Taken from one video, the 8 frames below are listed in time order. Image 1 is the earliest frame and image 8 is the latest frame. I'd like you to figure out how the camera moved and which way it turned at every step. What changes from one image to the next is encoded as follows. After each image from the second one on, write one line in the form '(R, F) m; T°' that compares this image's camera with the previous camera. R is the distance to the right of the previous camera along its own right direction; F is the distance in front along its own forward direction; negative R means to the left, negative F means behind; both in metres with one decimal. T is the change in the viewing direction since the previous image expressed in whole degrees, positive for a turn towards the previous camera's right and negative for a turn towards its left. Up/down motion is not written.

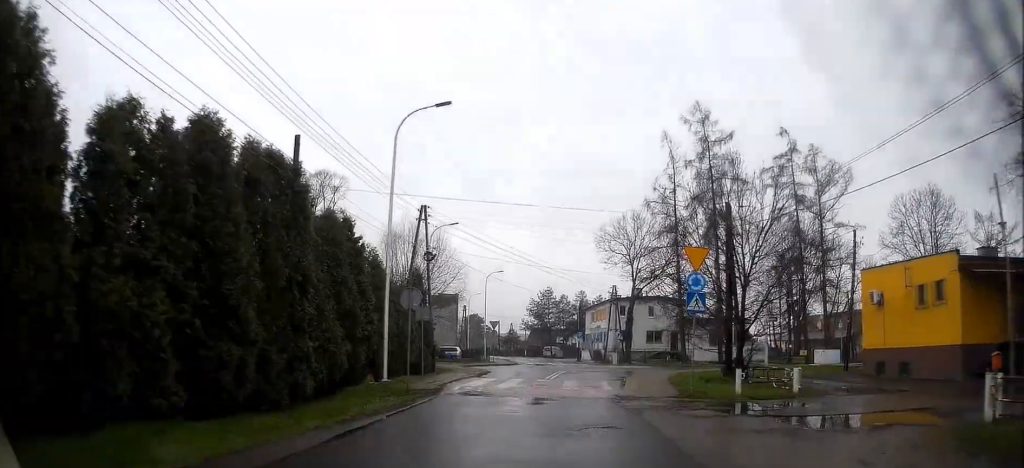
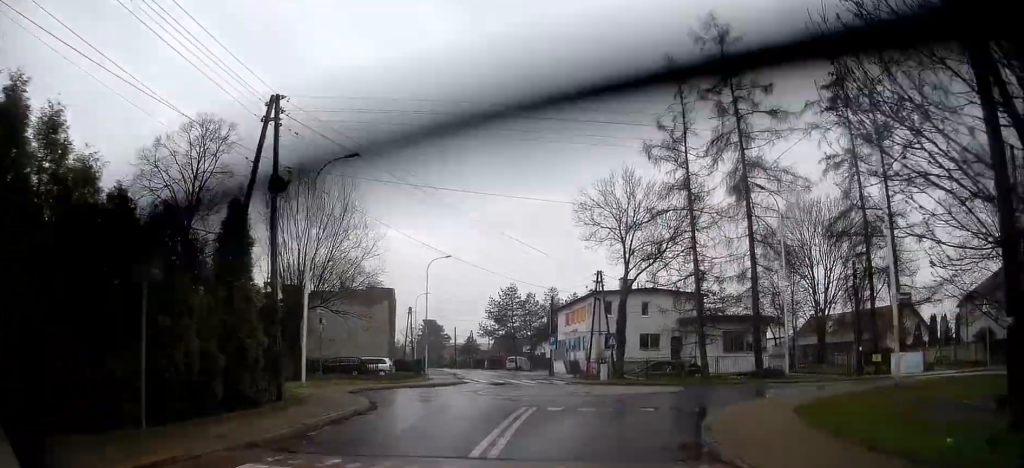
(+0.1, +17.1) m; +3°
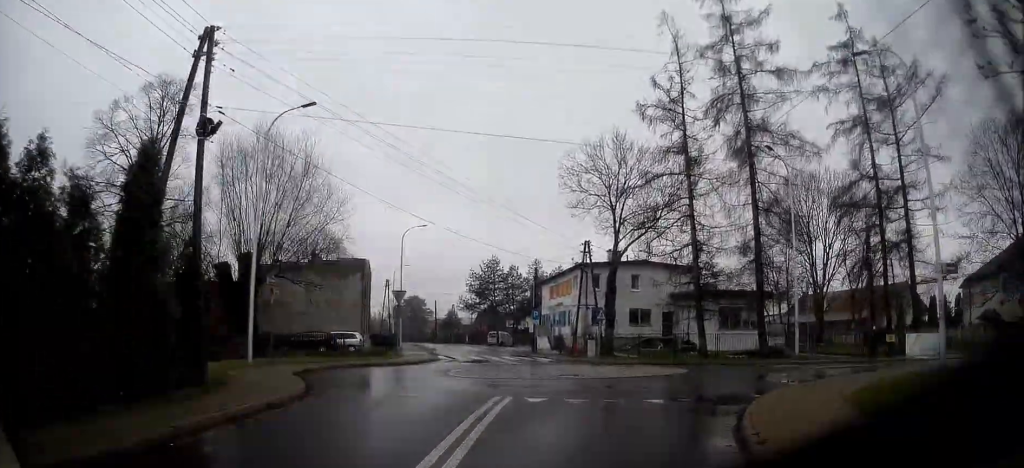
(+0.2, +3.7) m; +3°
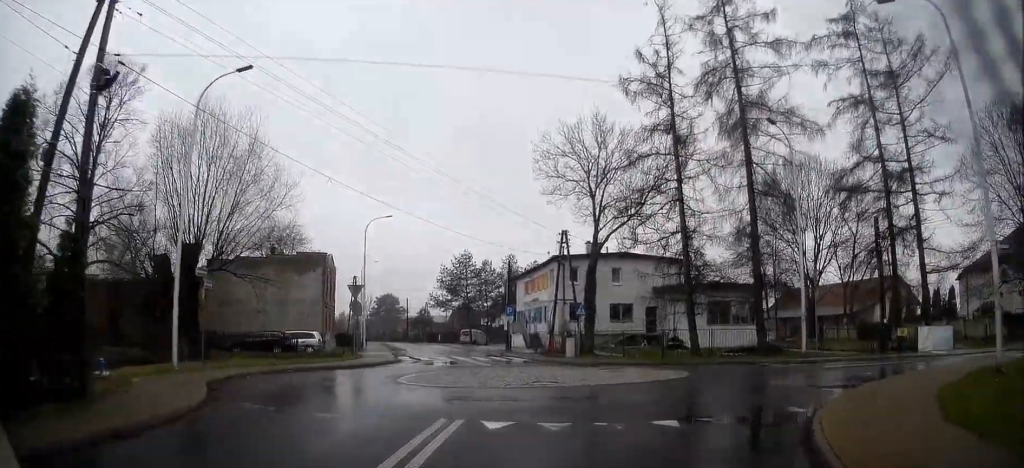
(+0.1, +4.1) m; +3°
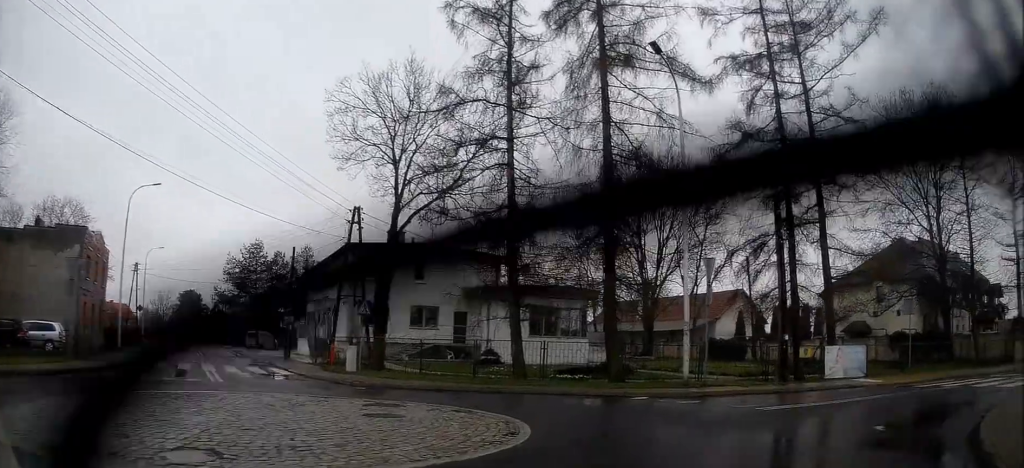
(+0.6, +9.2) m; +15°
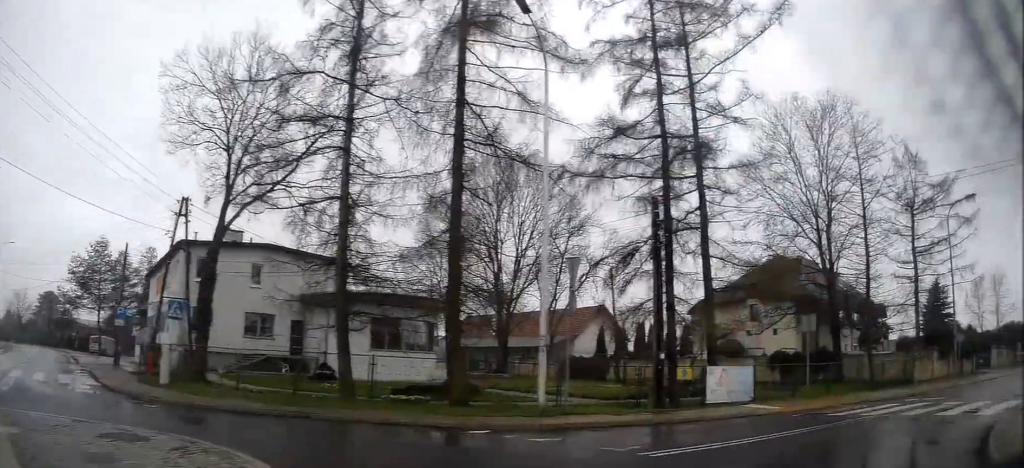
(+0.1, +3.6) m; +14°
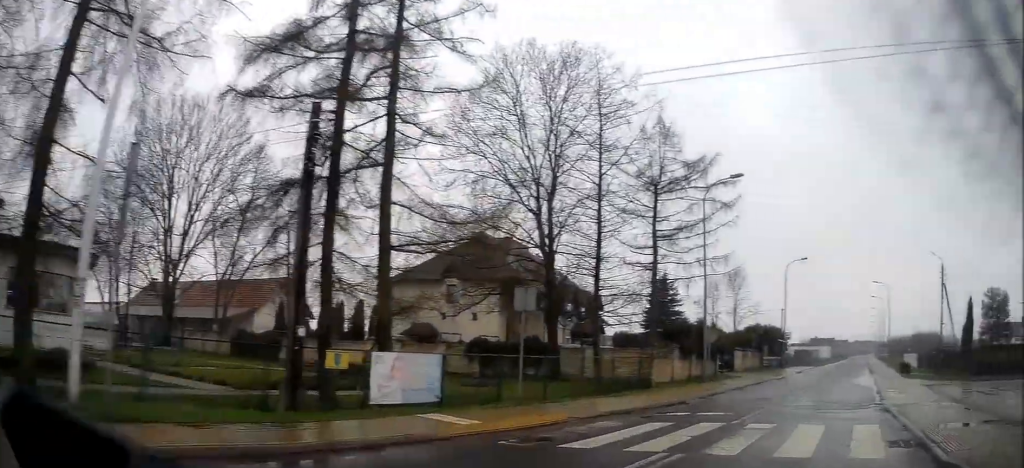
(+1.9, +6.2) m; +30°
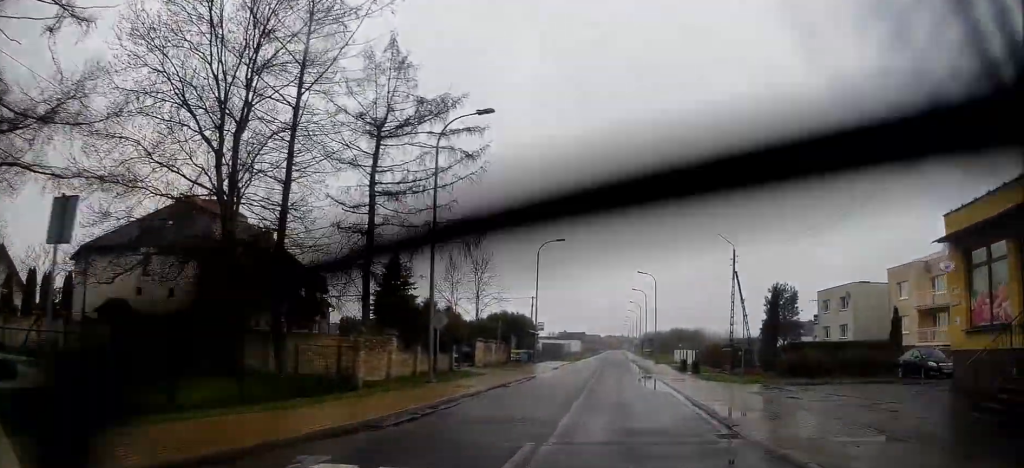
(+1.6, +7.5) m; +19°
